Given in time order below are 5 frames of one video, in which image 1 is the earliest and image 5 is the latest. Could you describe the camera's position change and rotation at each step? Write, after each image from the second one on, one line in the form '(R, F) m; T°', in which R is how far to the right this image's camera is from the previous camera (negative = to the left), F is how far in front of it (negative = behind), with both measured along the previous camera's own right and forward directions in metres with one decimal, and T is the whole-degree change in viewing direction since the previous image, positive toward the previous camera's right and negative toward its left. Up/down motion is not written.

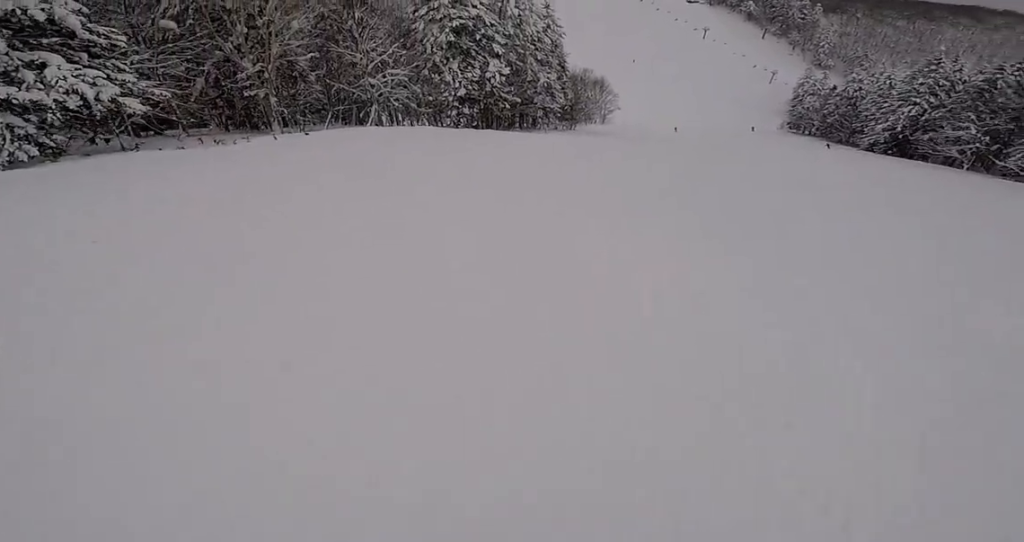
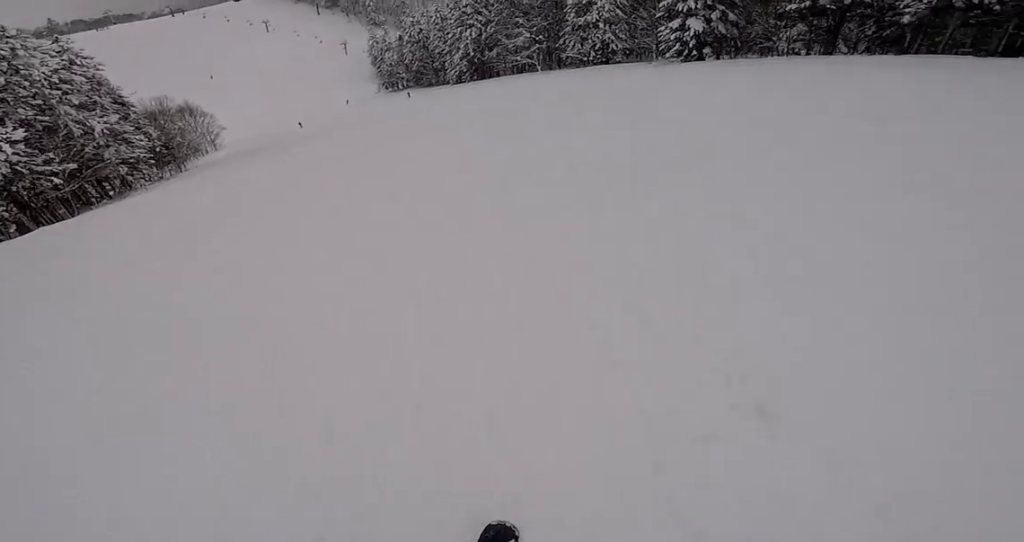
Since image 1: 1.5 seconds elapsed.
(+3.1, +11.7) m; +36°
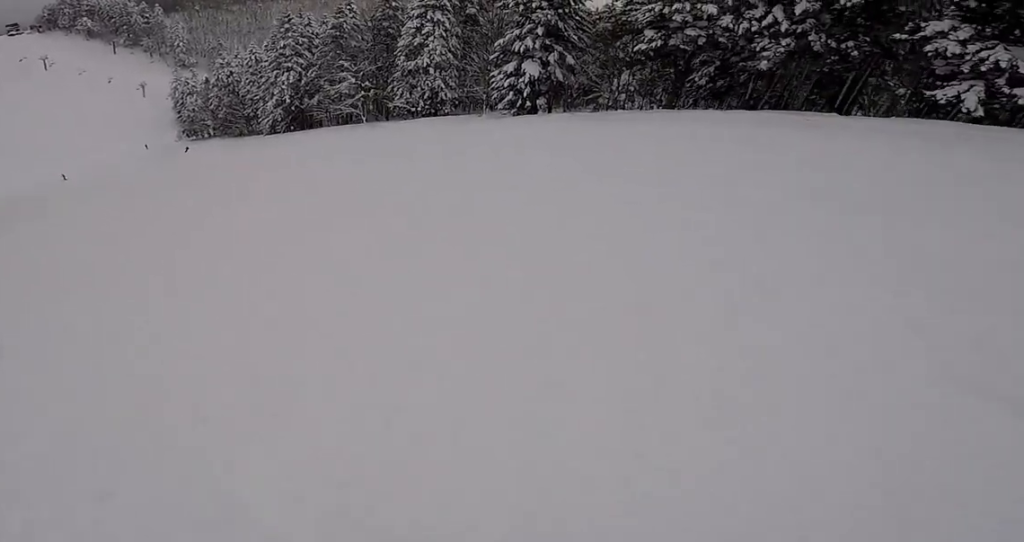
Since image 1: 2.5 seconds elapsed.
(+1.9, +8.2) m; +11°
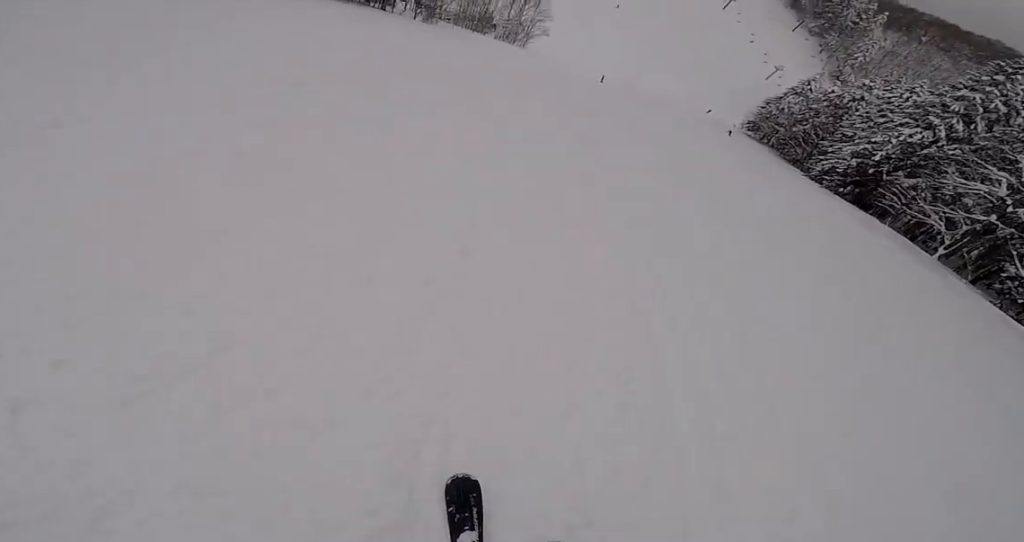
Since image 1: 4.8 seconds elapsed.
(-4.7, +18.8) m; -44°
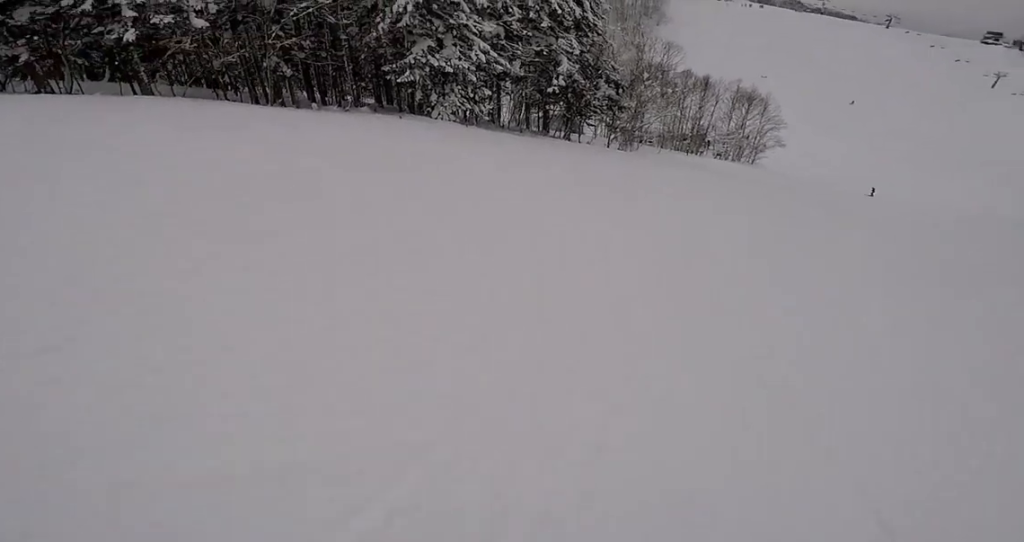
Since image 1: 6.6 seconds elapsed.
(-6.4, +13.4) m; -22°
